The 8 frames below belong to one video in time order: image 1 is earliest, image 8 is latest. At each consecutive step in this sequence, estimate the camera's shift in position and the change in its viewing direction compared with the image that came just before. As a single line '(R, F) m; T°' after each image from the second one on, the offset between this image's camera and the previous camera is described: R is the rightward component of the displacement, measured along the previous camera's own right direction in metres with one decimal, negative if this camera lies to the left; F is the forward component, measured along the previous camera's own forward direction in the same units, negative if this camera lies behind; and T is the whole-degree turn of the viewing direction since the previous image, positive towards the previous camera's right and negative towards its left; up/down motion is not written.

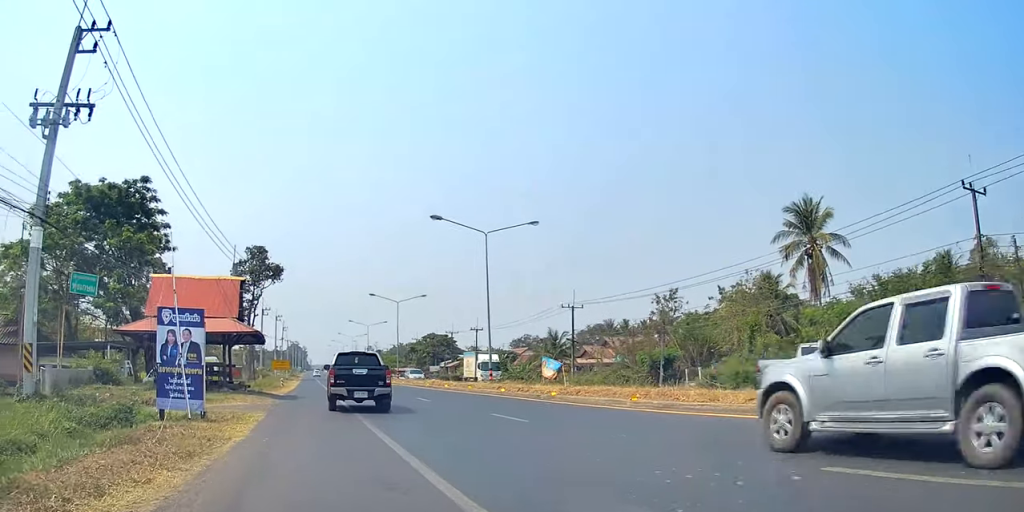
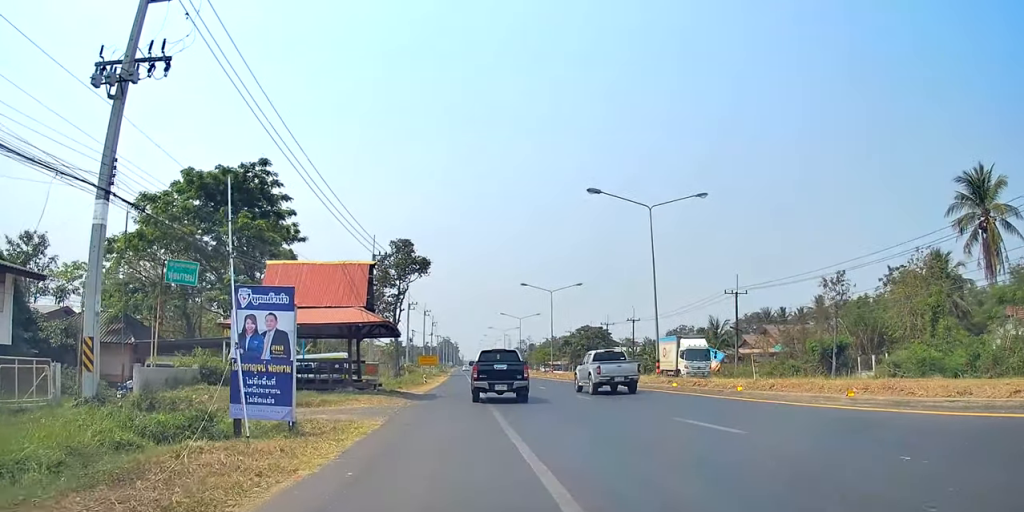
(-0.4, +2.9) m; -11°
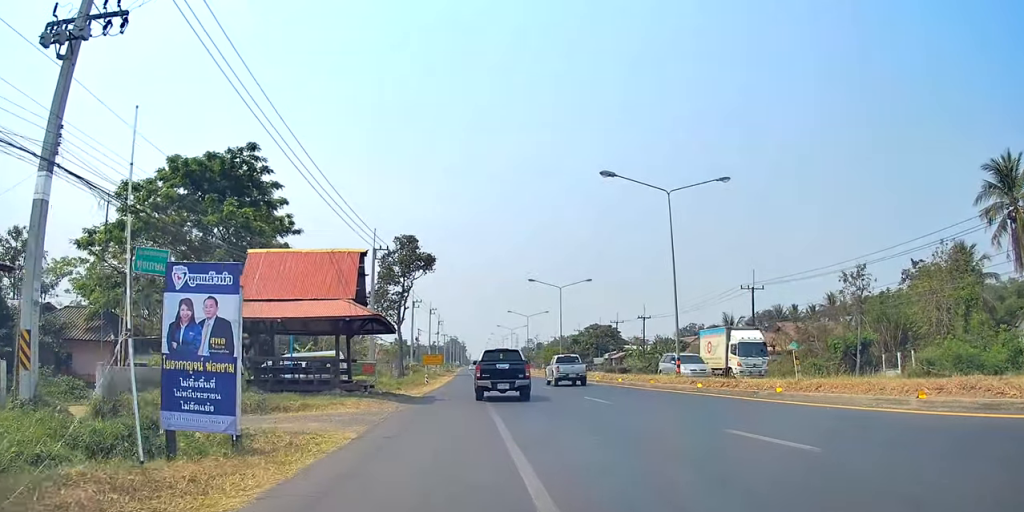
(-0.1, +1.8) m; -5°
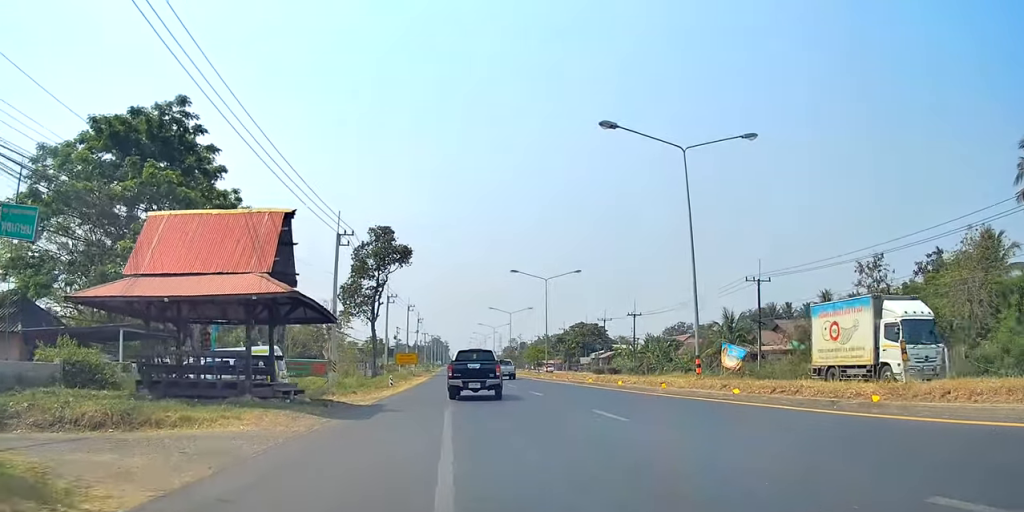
(-0.3, +3.8) m; -9°
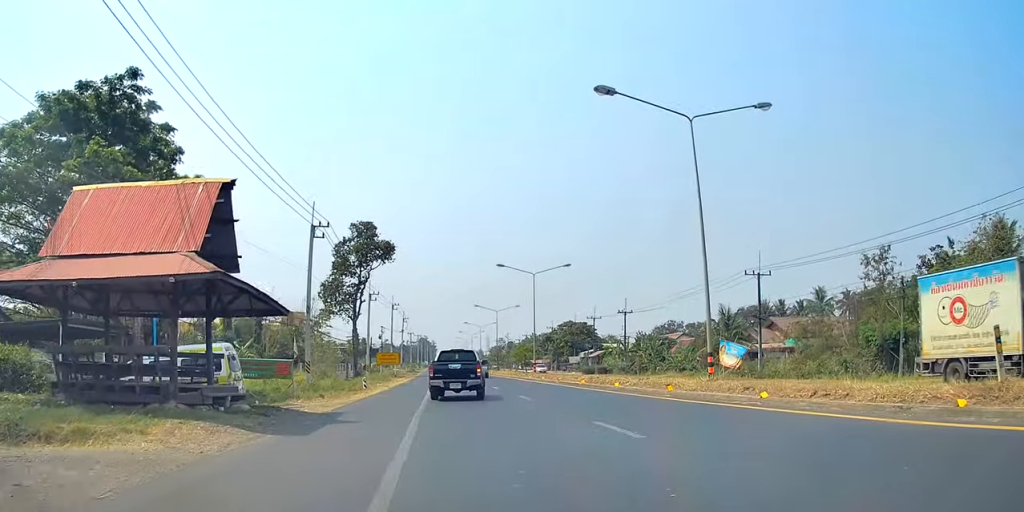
(-0.1, +1.8) m; -3°
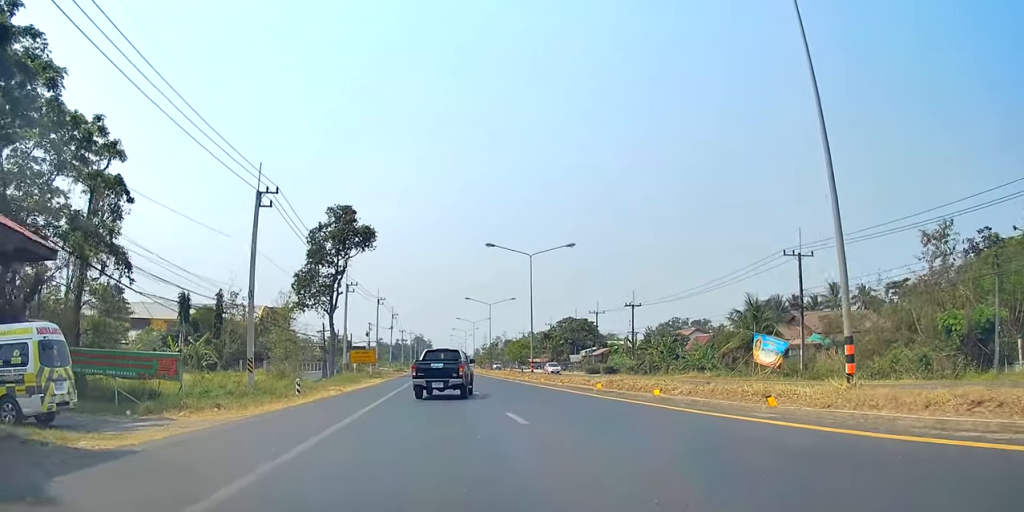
(-0.1, +5.3) m; -1°
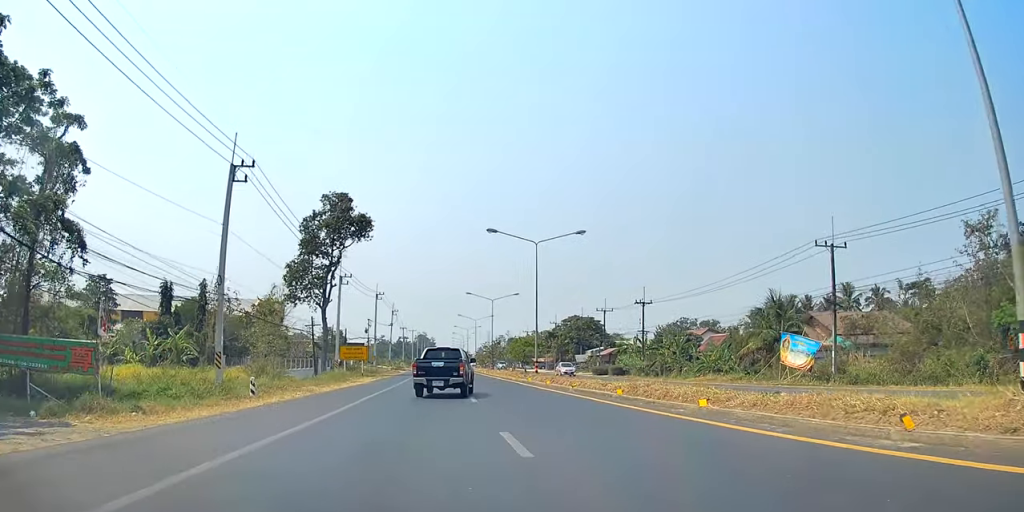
(0.0, +2.8) m; 0°
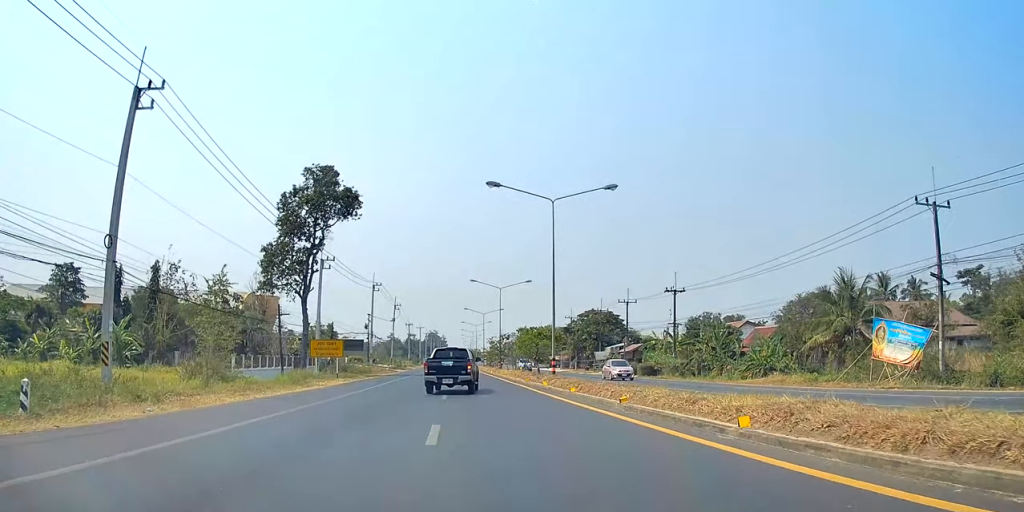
(0.0, +7.4) m; -4°
